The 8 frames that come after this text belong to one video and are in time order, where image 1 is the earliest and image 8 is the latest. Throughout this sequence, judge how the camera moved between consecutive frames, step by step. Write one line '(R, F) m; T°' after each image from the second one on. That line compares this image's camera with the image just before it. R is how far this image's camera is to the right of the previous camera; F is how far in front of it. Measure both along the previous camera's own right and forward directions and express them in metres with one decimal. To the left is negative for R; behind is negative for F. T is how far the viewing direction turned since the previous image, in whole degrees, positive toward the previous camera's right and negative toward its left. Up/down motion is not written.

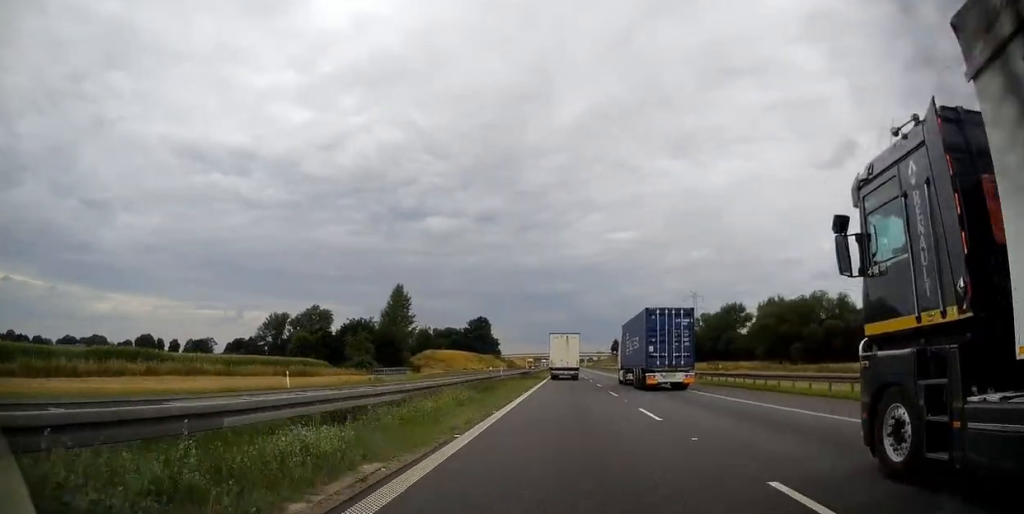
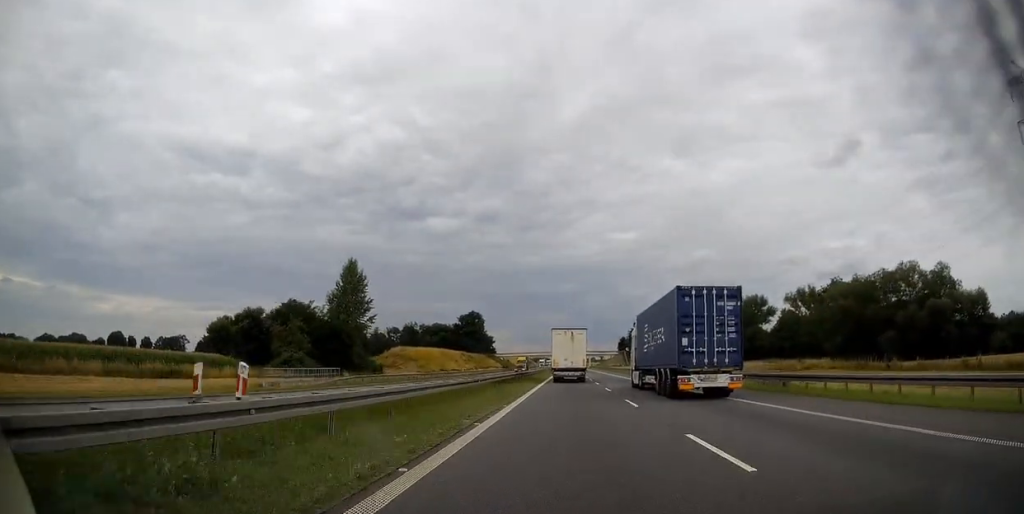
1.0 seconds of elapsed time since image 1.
(+0.1, +31.5) m; 0°
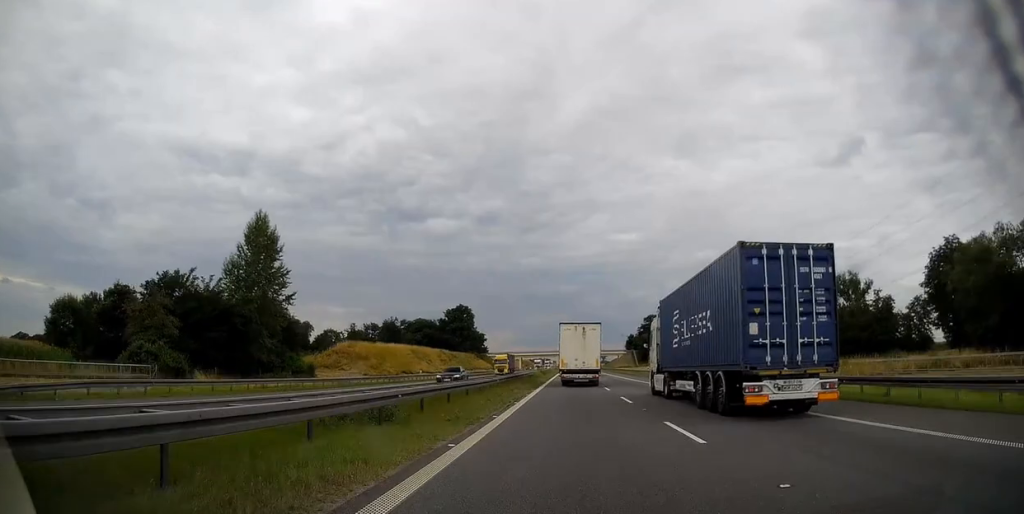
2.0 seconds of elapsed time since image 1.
(-0.3, +33.2) m; -1°
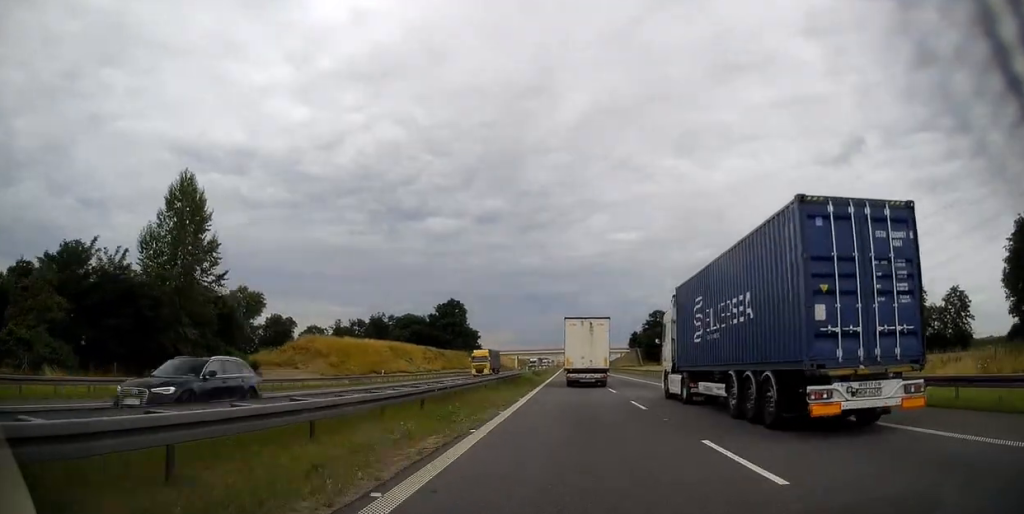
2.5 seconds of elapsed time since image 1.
(-0.1, +15.9) m; 0°
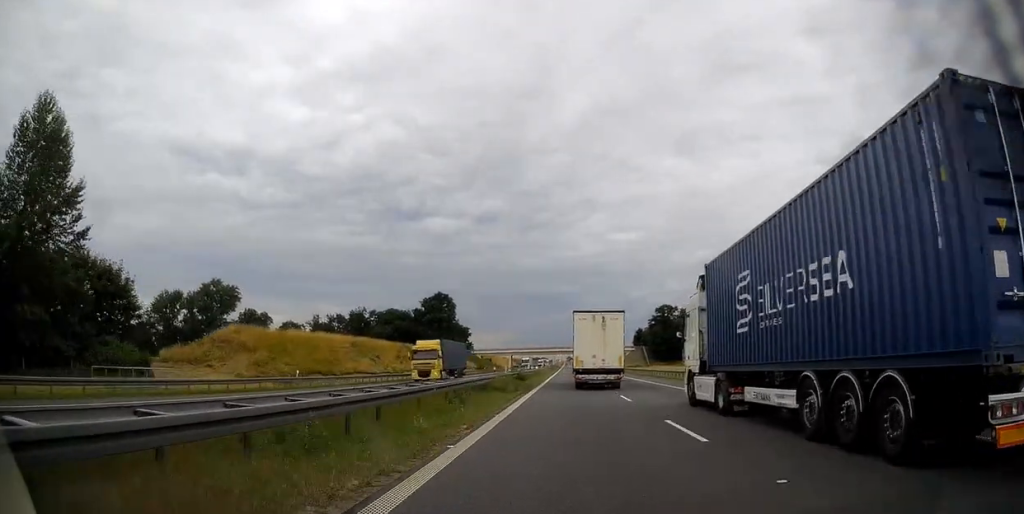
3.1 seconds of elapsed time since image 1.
(+0.1, +20.2) m; 0°
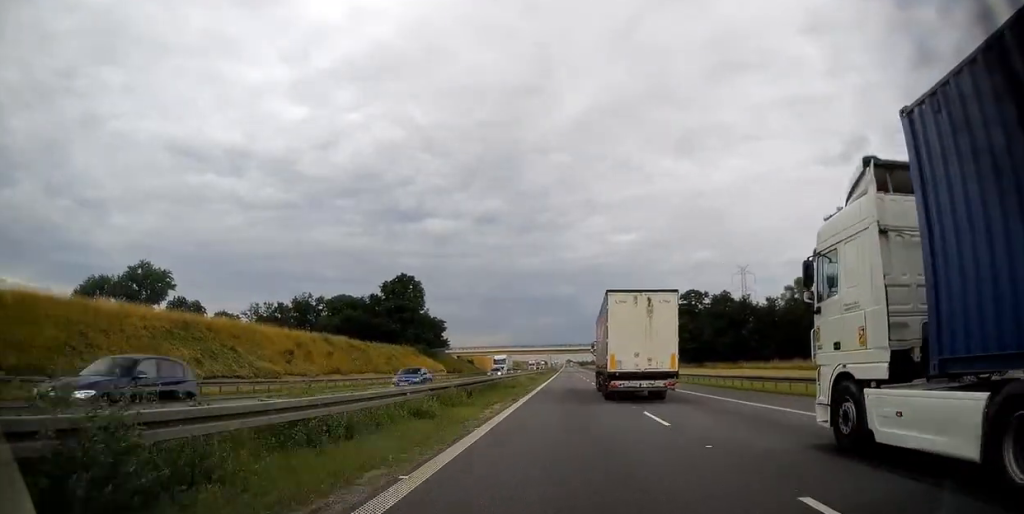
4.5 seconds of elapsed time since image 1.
(+0.3, +44.8) m; 0°
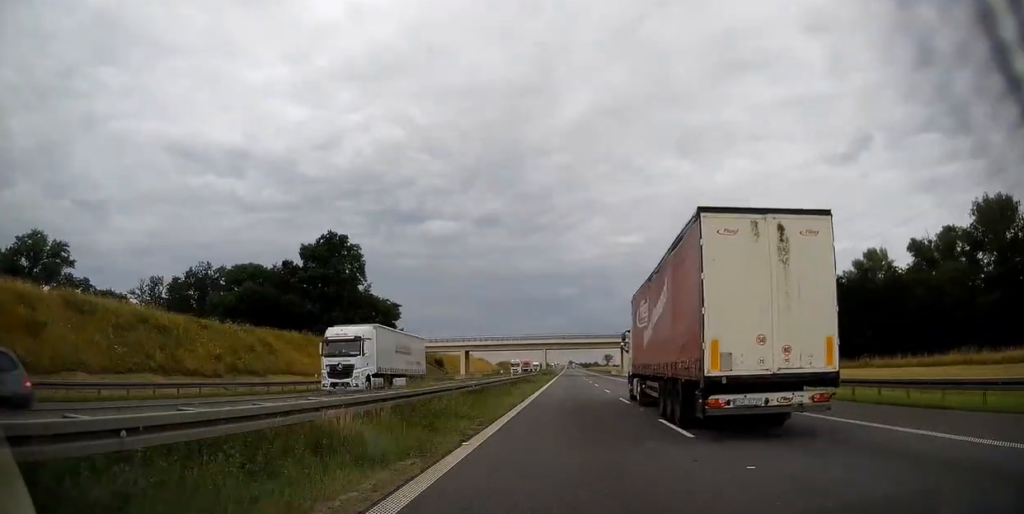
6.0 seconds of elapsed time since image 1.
(-0.2, +49.1) m; 0°
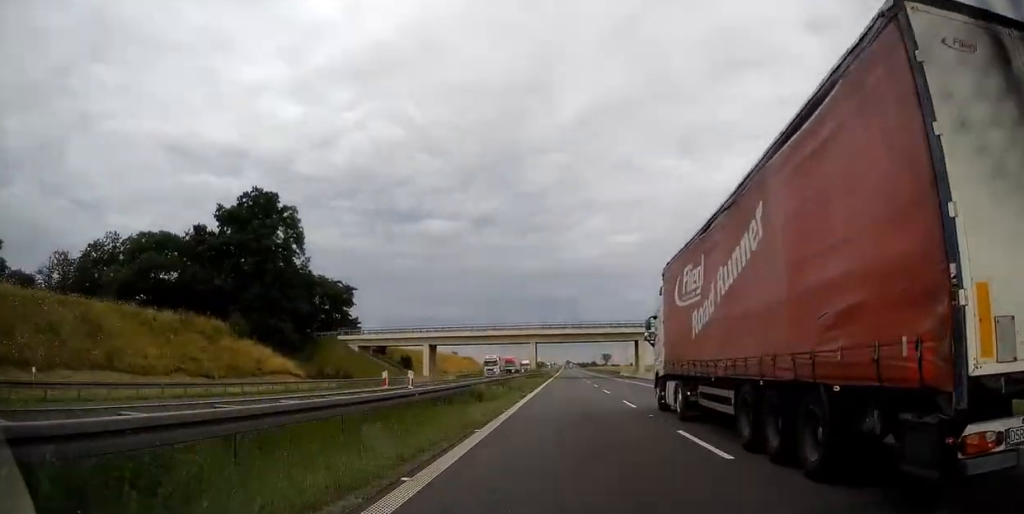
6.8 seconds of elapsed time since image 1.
(+0.1, +26.9) m; 0°
